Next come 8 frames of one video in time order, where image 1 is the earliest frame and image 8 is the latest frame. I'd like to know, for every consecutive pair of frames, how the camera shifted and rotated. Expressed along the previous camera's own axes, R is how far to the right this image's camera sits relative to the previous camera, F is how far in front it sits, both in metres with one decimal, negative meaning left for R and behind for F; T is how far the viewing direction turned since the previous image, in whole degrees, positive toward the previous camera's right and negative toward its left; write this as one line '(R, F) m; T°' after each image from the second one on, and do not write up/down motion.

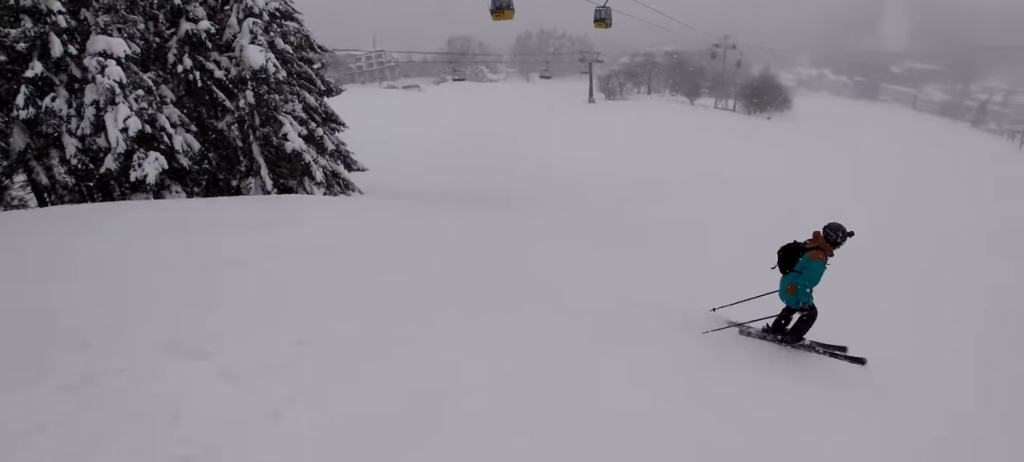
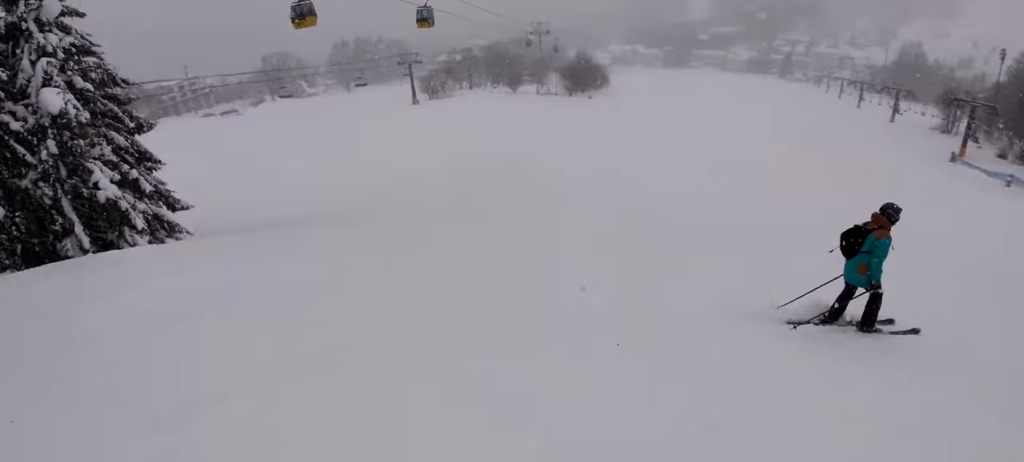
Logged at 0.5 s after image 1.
(+0.2, +1.1) m; +13°
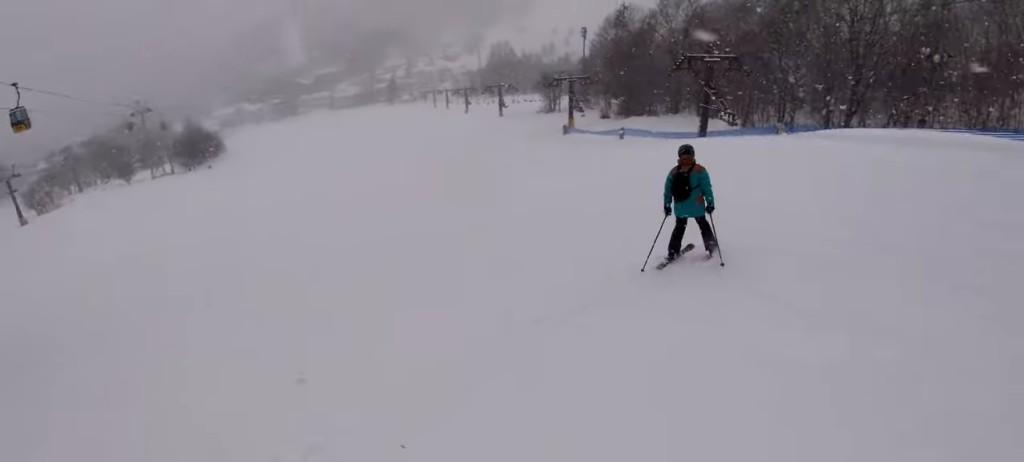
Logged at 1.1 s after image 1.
(+0.1, +1.3) m; +14°
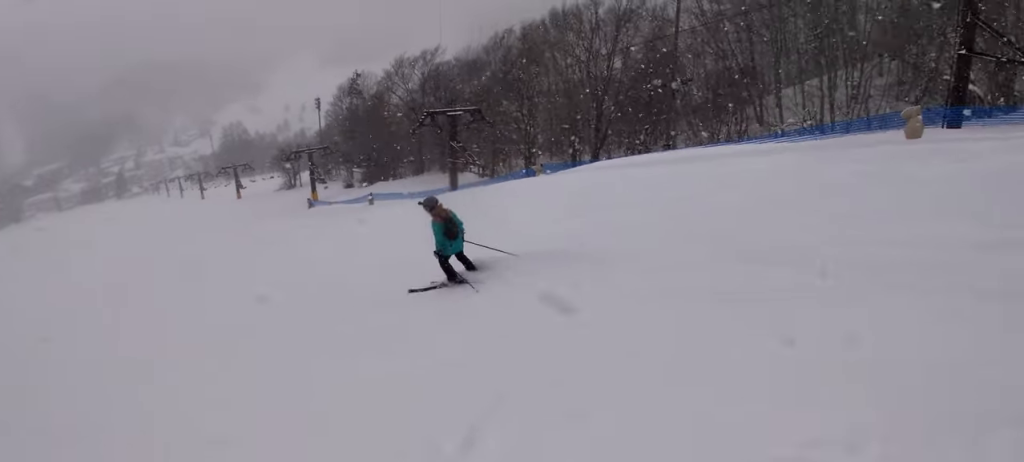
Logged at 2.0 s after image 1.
(+0.5, +2.0) m; +27°
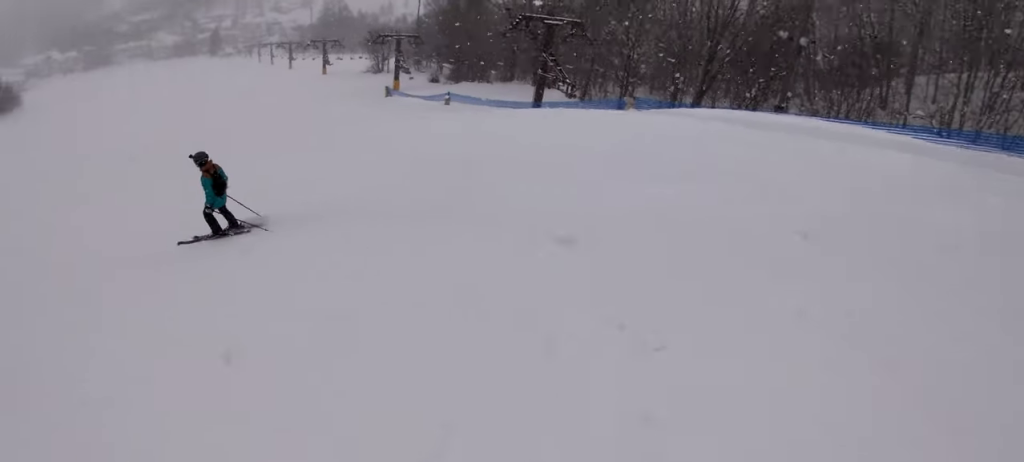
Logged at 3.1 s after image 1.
(+0.6, +2.9) m; +13°
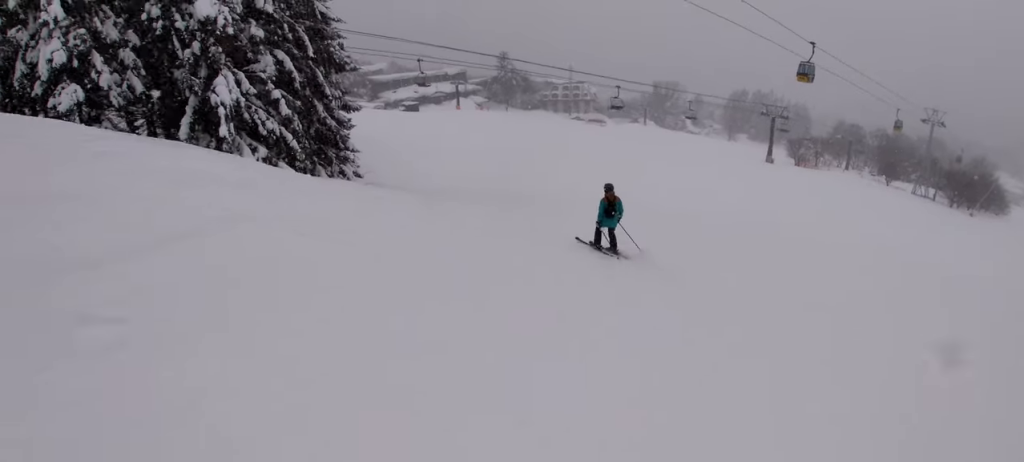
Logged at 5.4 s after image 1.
(-3.2, +5.0) m; -86°
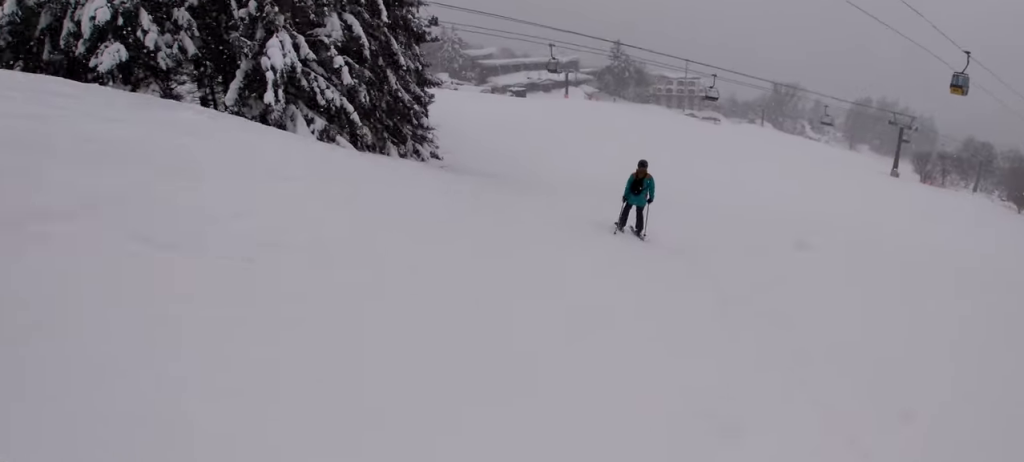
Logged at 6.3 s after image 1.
(-1.1, +3.4) m; -20°
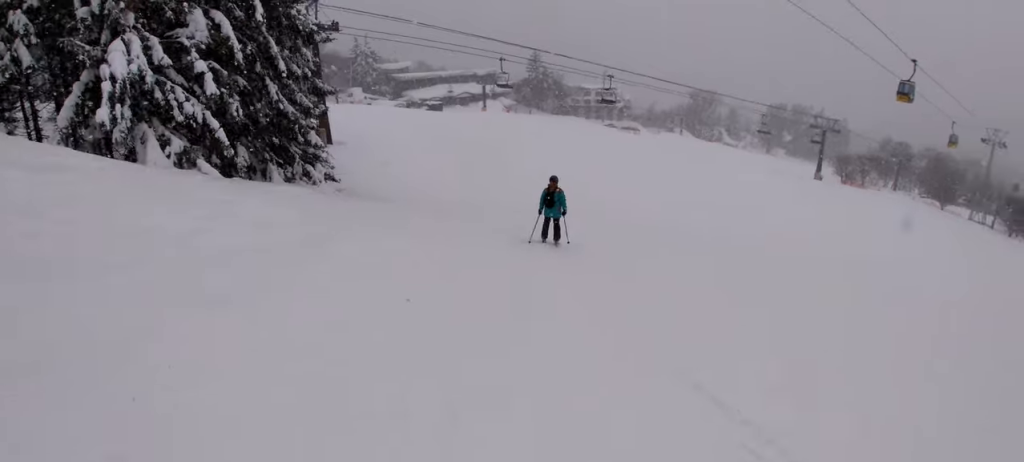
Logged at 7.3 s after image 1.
(-0.2, +4.6) m; -8°
